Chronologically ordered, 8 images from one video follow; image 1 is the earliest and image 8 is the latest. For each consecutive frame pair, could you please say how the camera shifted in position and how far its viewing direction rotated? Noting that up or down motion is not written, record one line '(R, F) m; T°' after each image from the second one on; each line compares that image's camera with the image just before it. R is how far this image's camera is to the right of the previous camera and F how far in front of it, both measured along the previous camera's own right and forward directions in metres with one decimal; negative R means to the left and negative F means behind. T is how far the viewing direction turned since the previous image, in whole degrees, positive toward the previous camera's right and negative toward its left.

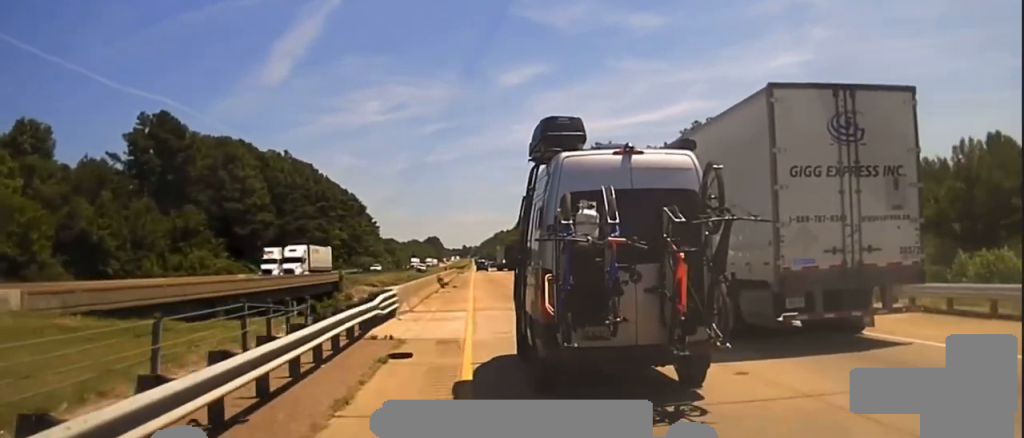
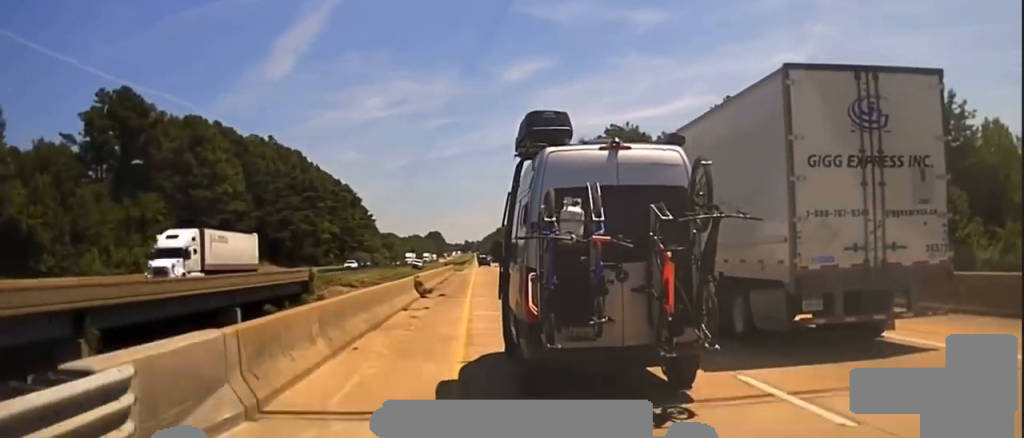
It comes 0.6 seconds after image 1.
(+0.2, +20.6) m; 0°
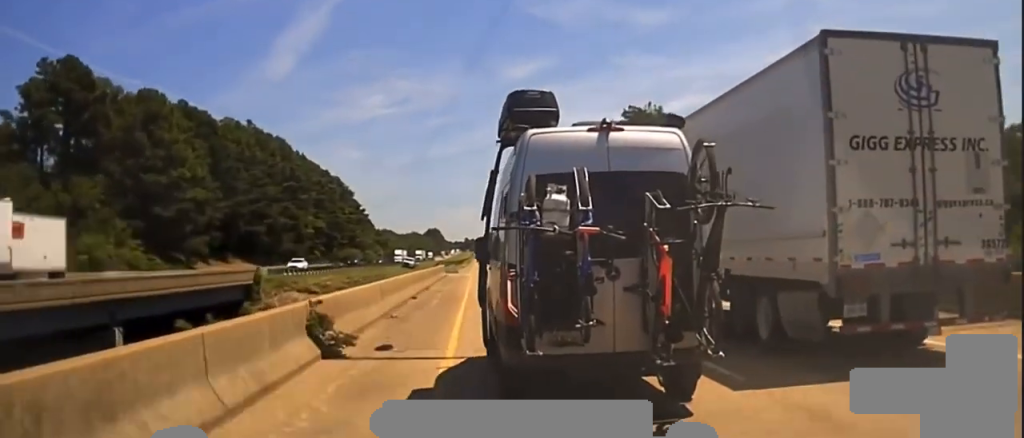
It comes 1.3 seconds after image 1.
(+0.1, +22.1) m; 0°
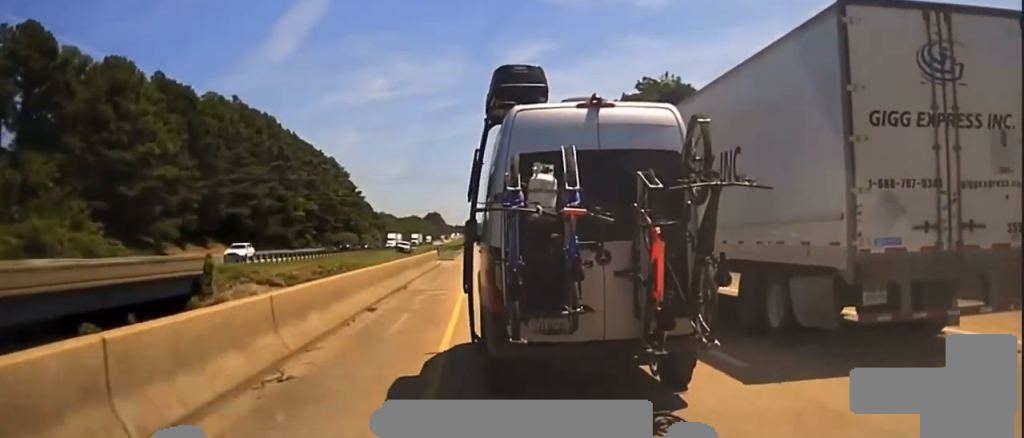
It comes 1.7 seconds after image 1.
(0.0, +13.6) m; 0°
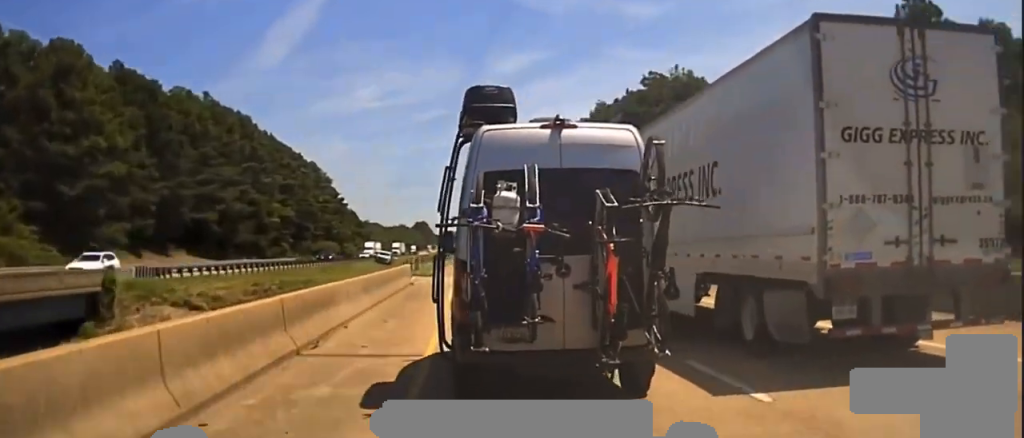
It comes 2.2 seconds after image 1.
(0.0, +15.9) m; 0°
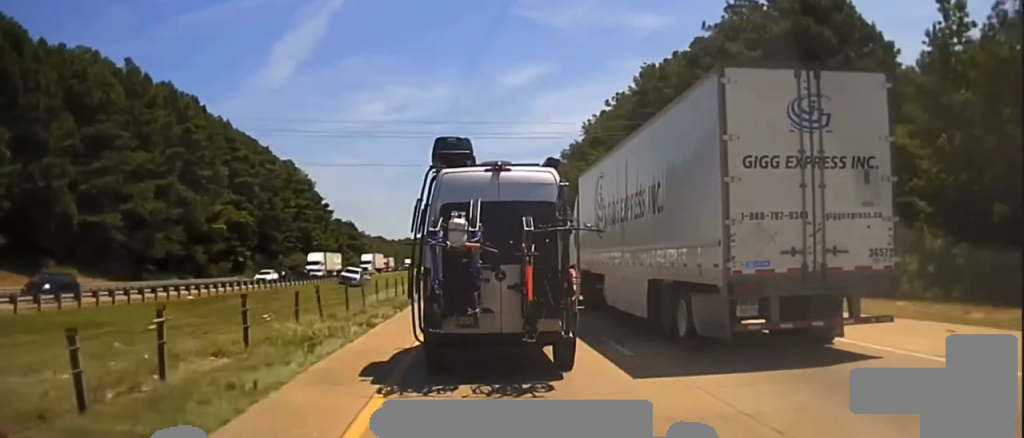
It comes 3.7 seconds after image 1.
(-0.2, +49.7) m; -1°
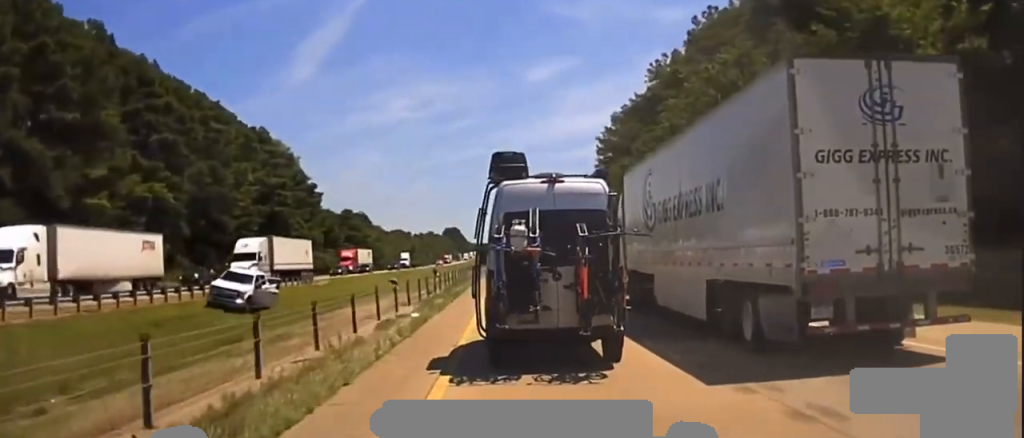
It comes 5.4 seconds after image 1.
(-0.6, +47.7) m; -1°
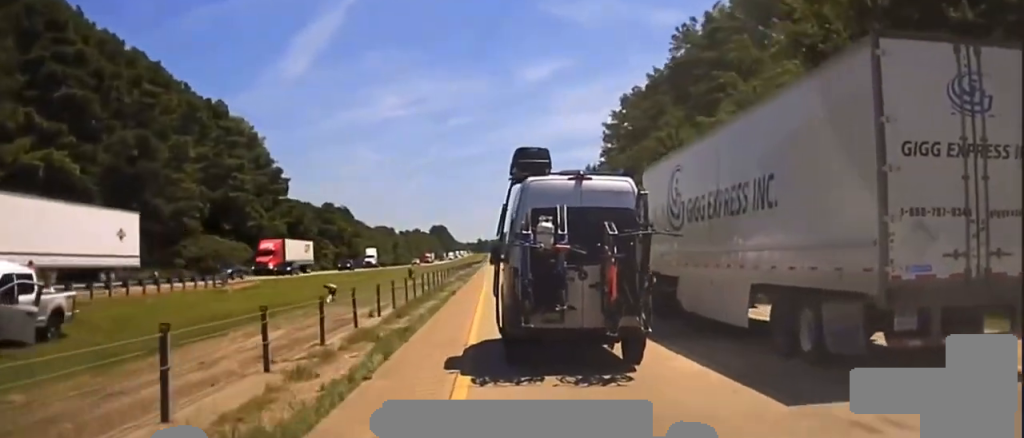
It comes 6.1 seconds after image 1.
(0.0, +20.9) m; +1°
